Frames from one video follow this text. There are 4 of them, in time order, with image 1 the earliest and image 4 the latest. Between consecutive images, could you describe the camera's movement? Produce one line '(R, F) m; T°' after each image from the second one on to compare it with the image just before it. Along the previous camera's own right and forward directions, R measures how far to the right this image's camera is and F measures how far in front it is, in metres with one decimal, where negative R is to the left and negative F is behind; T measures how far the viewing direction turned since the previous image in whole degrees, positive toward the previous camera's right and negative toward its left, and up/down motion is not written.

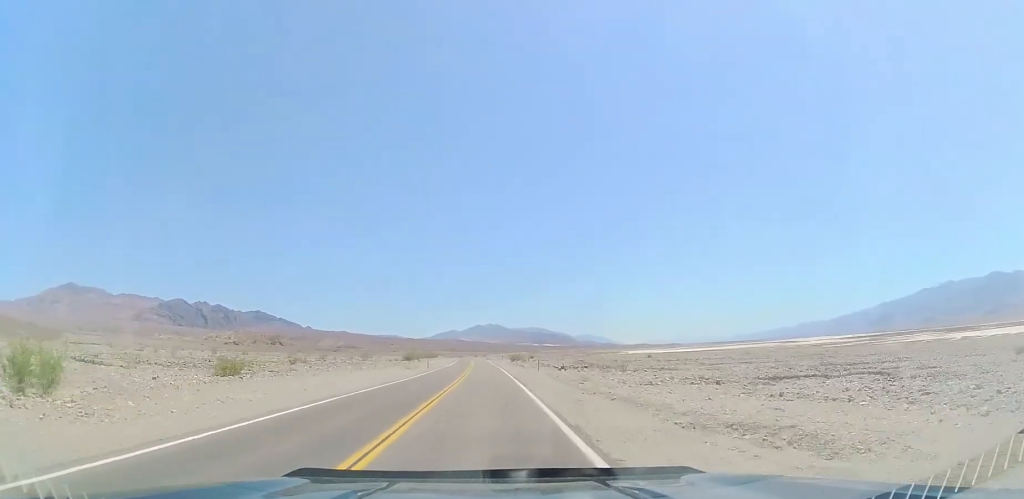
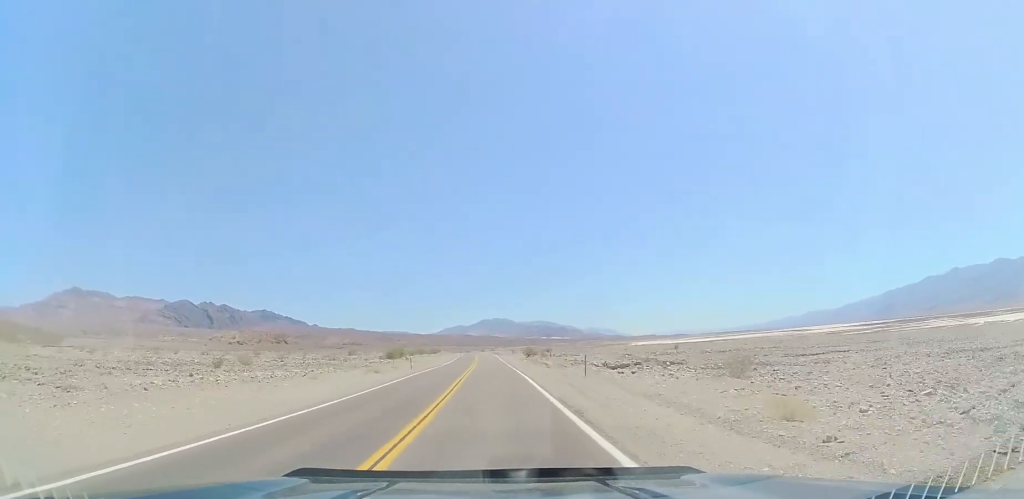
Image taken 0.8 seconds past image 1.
(0.0, +23.0) m; 0°
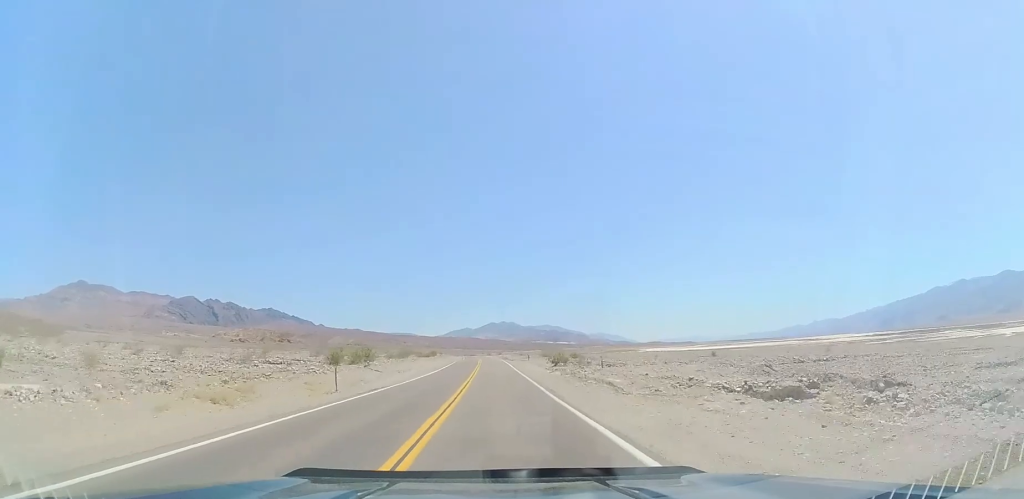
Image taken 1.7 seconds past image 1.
(0.0, +26.9) m; -1°
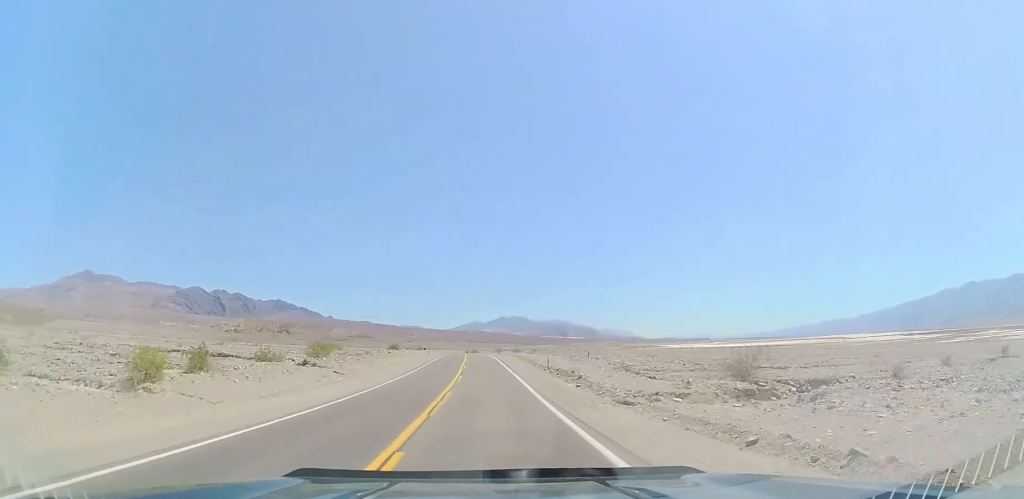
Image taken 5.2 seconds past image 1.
(-2.8, +100.5) m; -1°
